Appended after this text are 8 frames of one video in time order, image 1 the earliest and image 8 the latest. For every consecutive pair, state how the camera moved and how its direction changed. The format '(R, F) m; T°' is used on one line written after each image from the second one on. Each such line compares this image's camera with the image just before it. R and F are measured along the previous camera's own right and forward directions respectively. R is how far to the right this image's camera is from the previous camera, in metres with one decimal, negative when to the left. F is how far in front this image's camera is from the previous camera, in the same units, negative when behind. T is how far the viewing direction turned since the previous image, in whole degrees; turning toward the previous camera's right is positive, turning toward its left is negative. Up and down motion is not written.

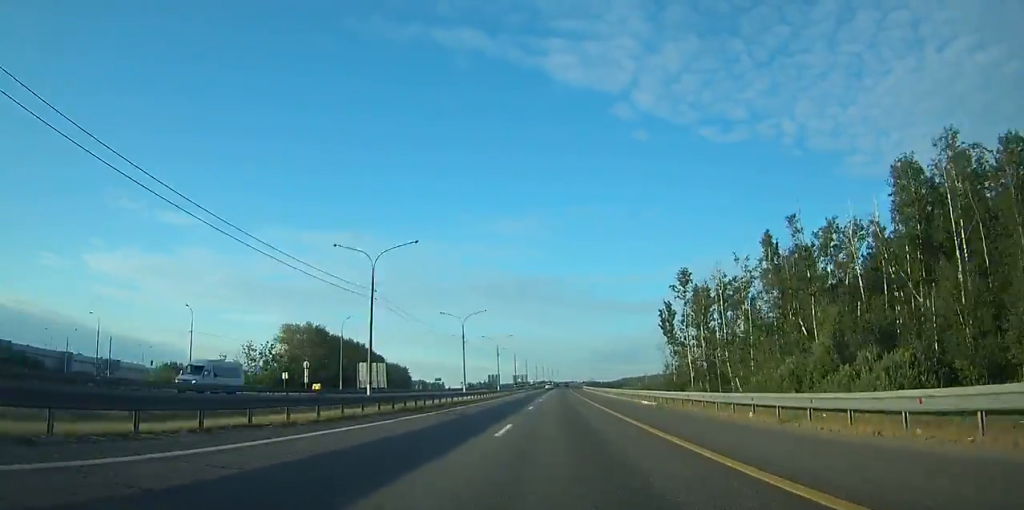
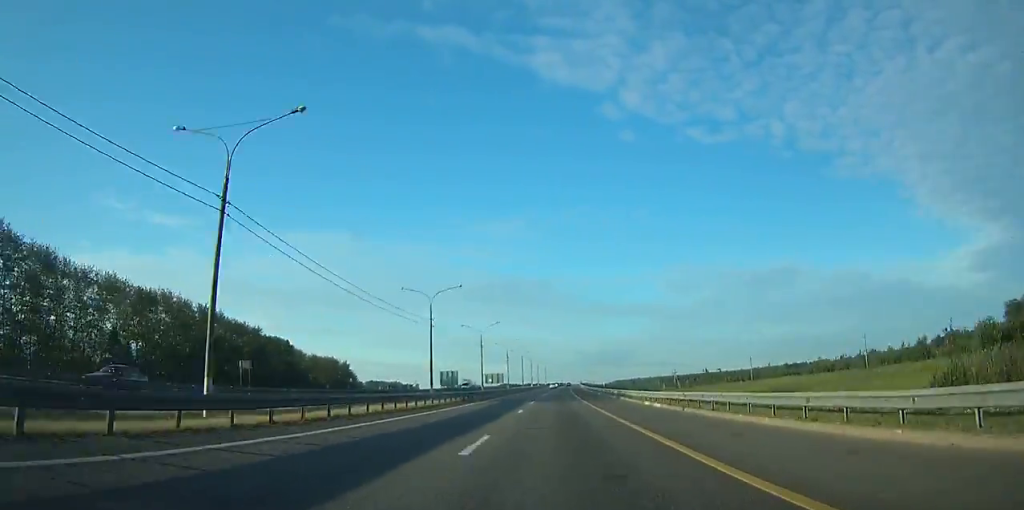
(+1.2, +98.4) m; +1°
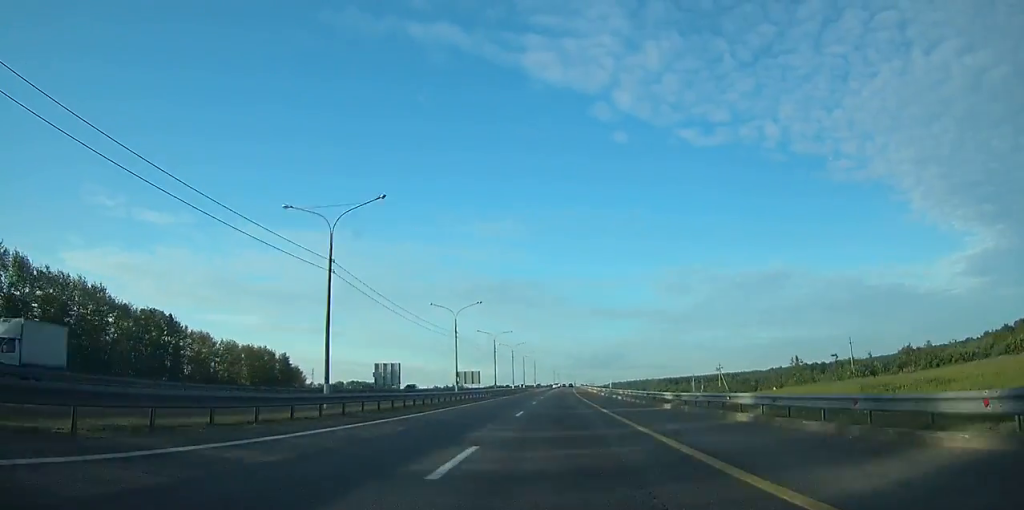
(+0.4, +64.8) m; +1°
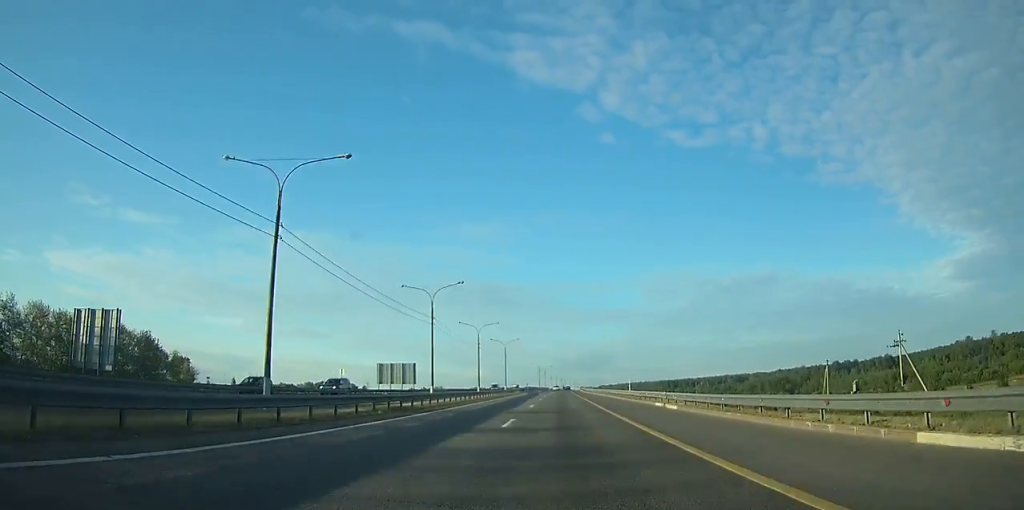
(+0.8, +82.6) m; +1°
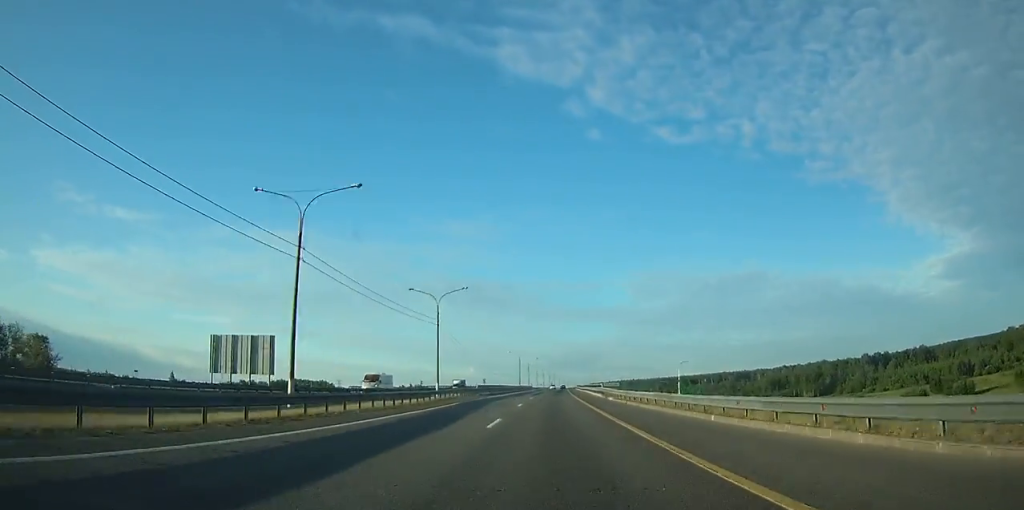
(+0.5, +62.1) m; +1°
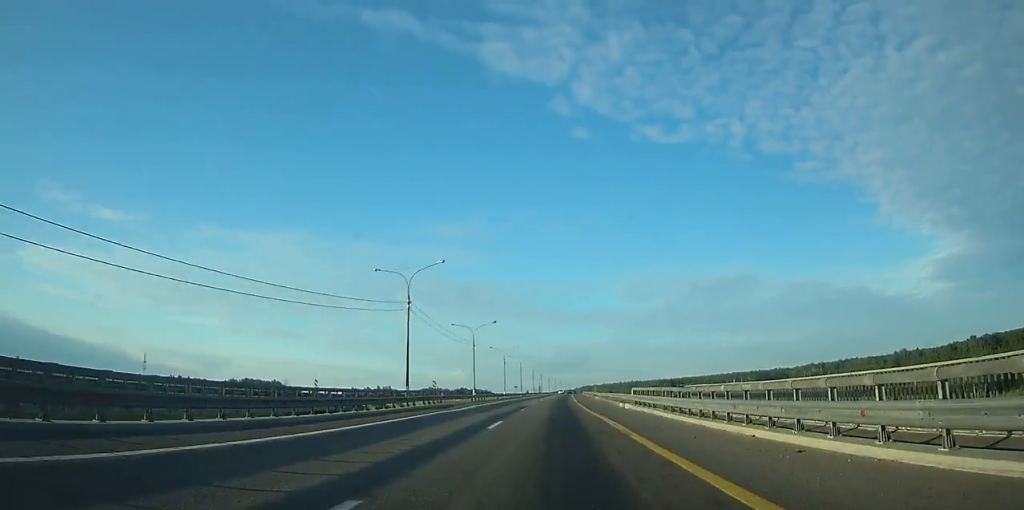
(+1.4, +122.7) m; +1°
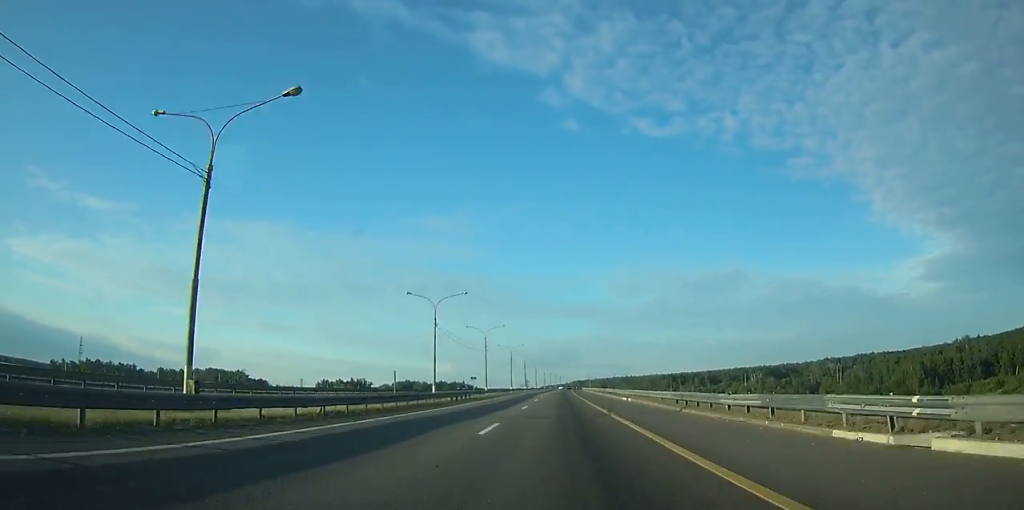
(+0.4, +67.2) m; +1°
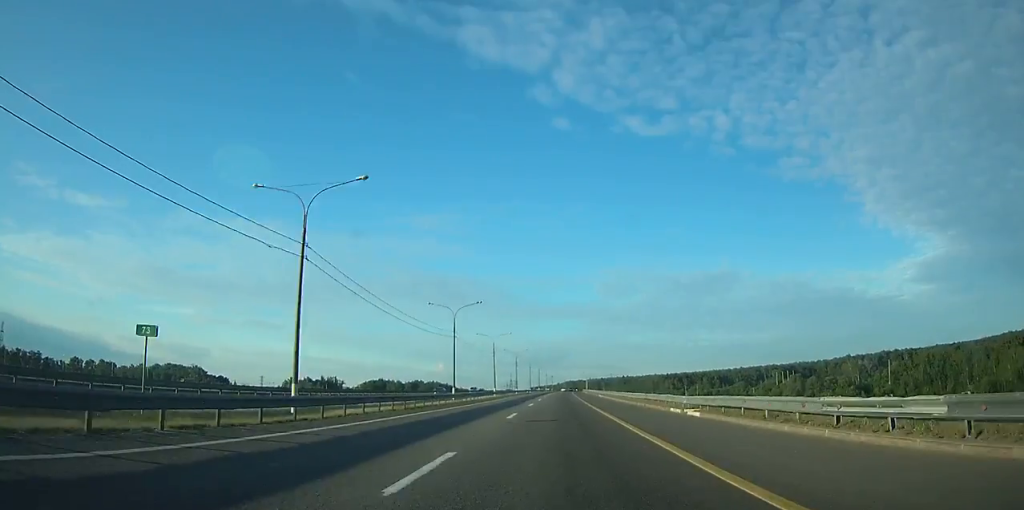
(+0.6, +70.9) m; +1°
